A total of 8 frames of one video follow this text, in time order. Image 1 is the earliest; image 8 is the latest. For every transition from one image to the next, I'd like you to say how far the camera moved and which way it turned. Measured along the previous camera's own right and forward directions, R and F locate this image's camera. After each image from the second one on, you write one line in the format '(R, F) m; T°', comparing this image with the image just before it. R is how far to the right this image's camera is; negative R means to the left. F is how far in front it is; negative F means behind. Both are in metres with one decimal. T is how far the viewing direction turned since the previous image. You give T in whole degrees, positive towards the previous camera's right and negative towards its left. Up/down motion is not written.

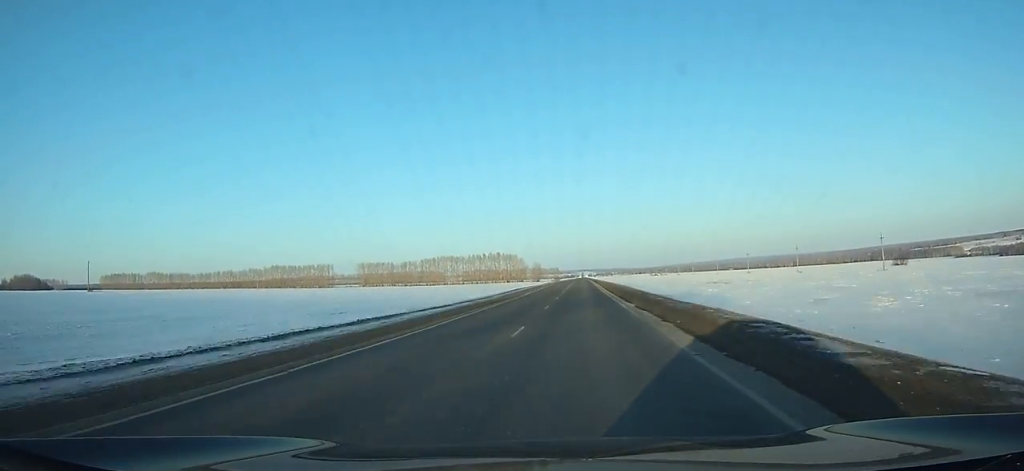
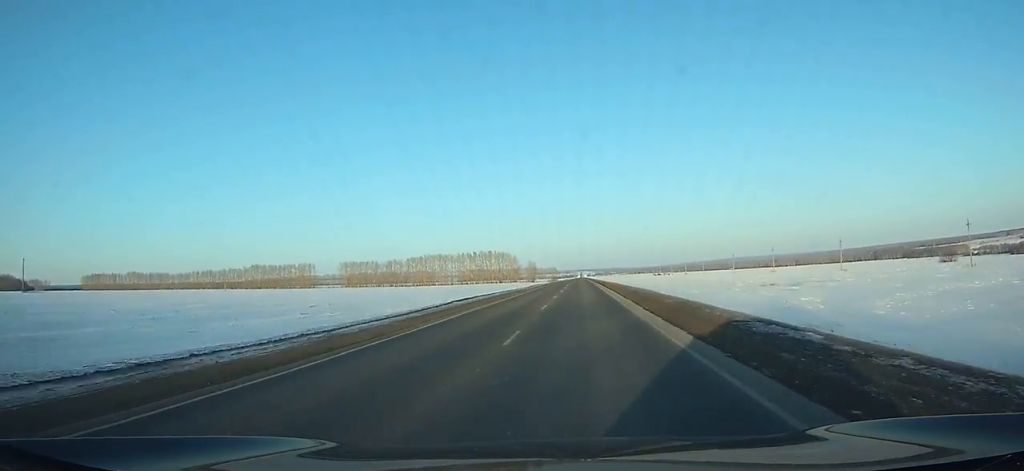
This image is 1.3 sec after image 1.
(-0.1, +36.9) m; 0°
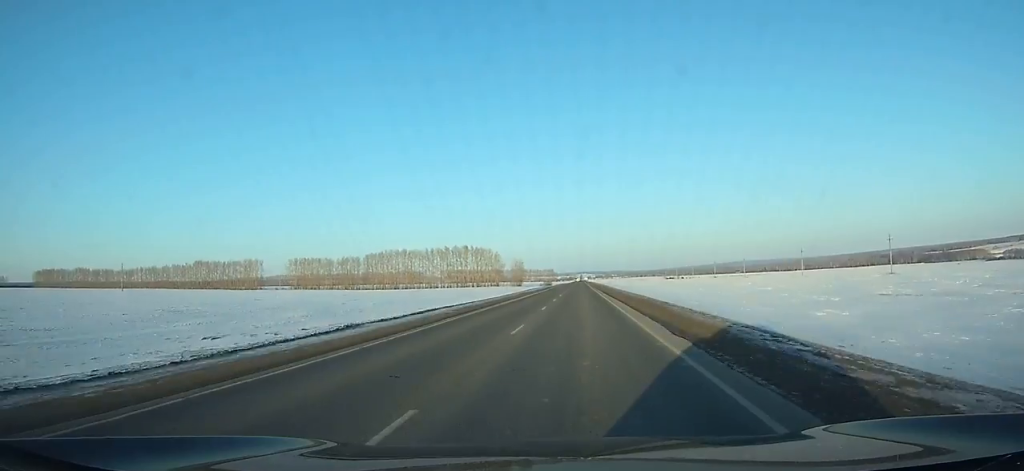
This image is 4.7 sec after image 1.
(0.0, +95.2) m; 0°
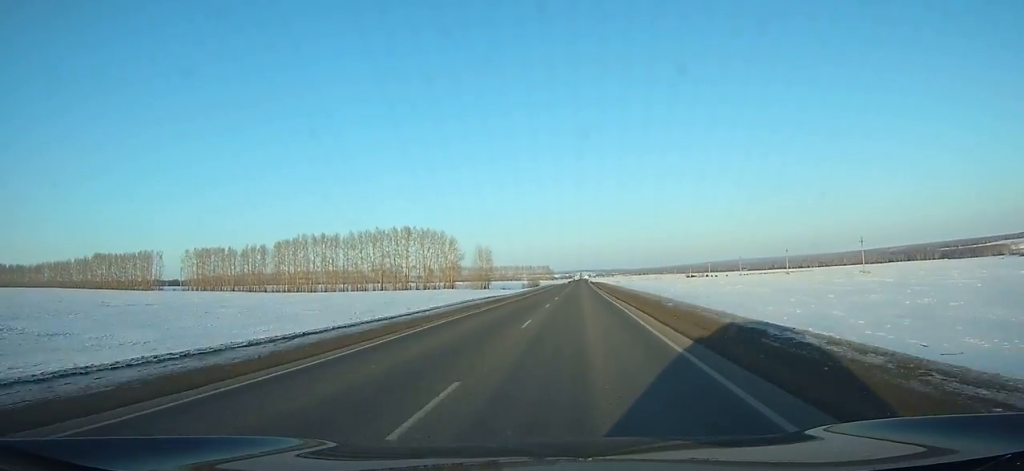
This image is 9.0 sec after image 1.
(+0.7, +119.4) m; +1°
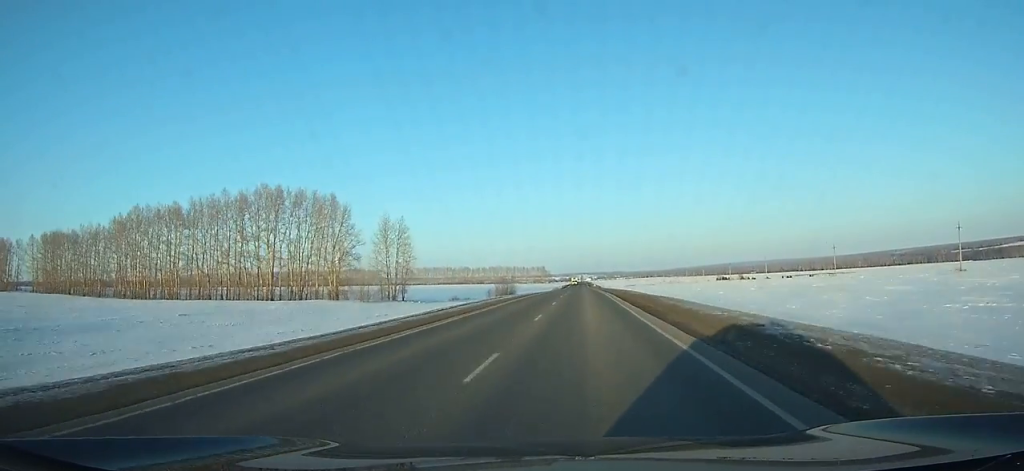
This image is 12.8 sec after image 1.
(+0.1, +105.3) m; 0°
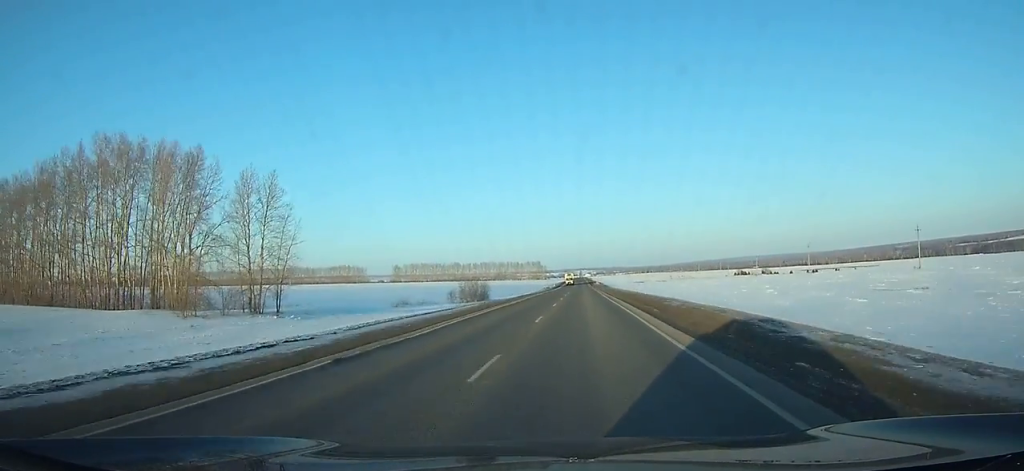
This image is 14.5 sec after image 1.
(-0.1, +47.2) m; 0°
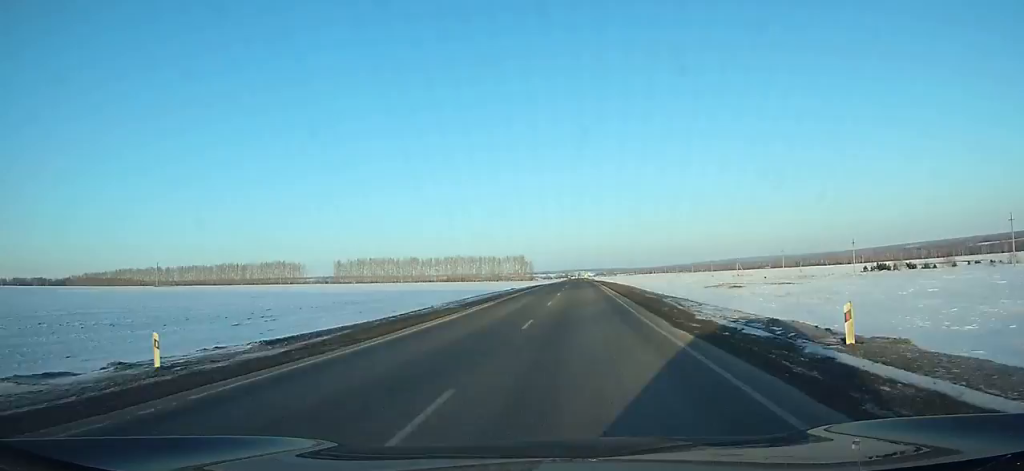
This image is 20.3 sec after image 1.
(-0.4, +162.4) m; 0°
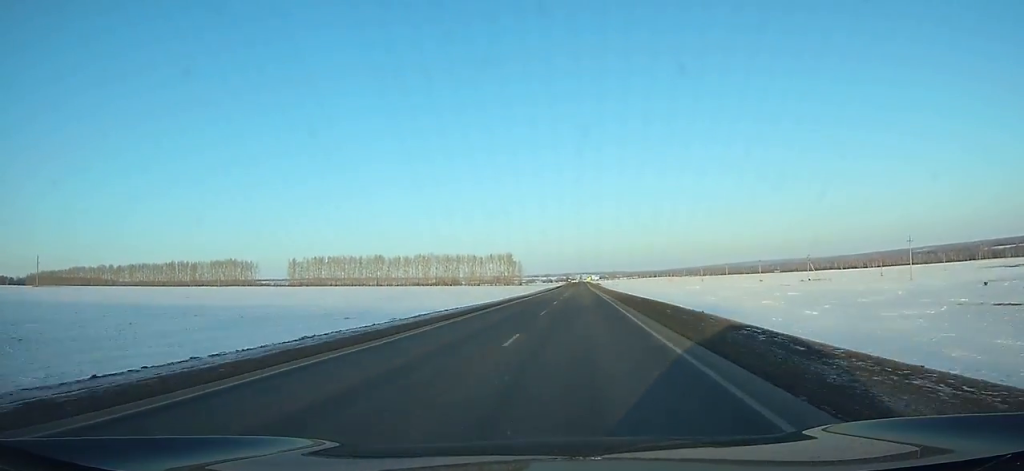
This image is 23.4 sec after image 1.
(+0.2, +88.0) m; 0°
